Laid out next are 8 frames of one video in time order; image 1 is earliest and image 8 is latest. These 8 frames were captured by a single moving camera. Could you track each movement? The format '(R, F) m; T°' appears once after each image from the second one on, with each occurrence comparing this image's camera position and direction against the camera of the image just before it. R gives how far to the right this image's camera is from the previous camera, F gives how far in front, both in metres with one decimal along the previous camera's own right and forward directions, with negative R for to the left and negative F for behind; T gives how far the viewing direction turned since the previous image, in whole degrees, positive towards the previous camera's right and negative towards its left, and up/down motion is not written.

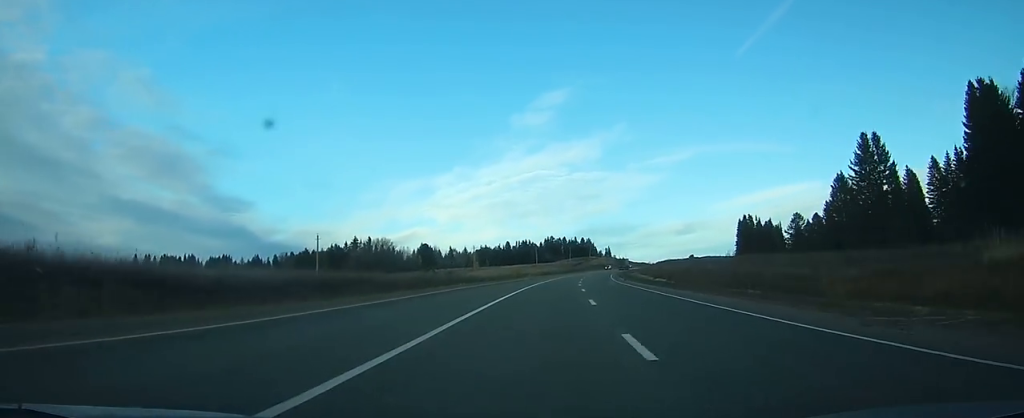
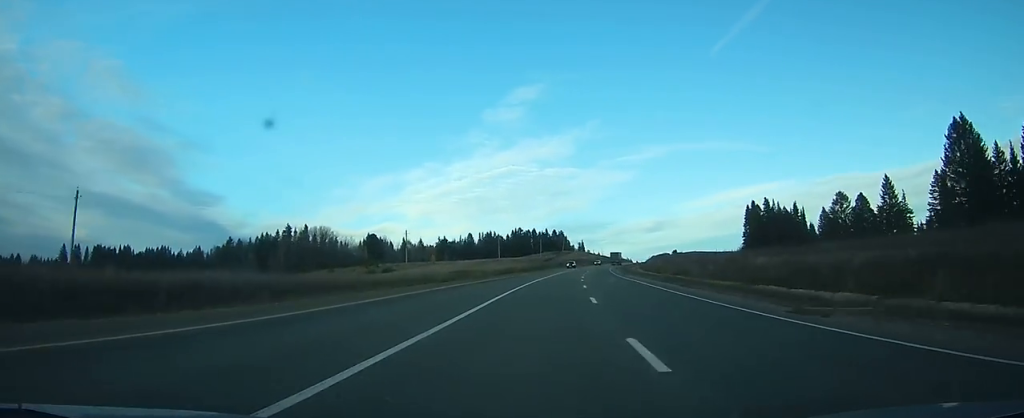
(+1.0, +48.9) m; +3°
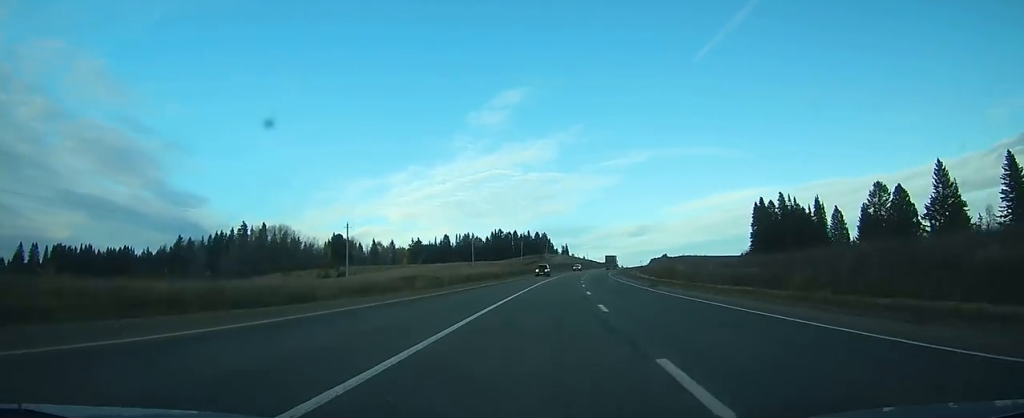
(+0.4, +26.2) m; +2°
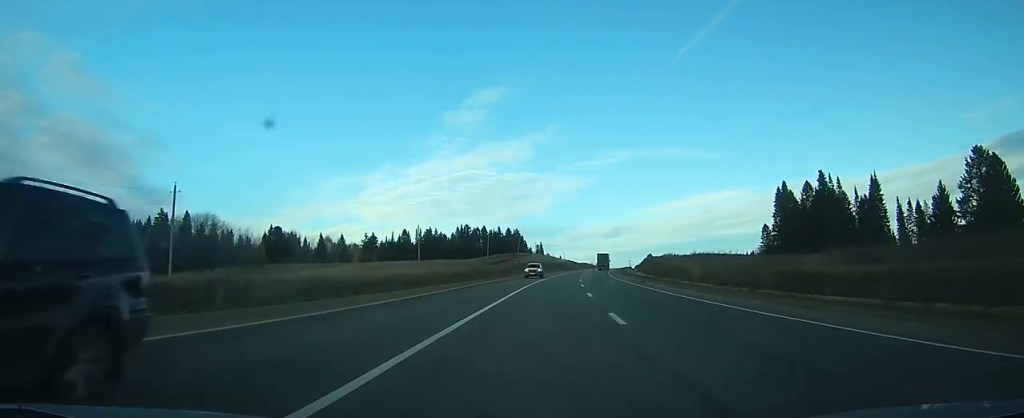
(+0.9, +40.2) m; +2°
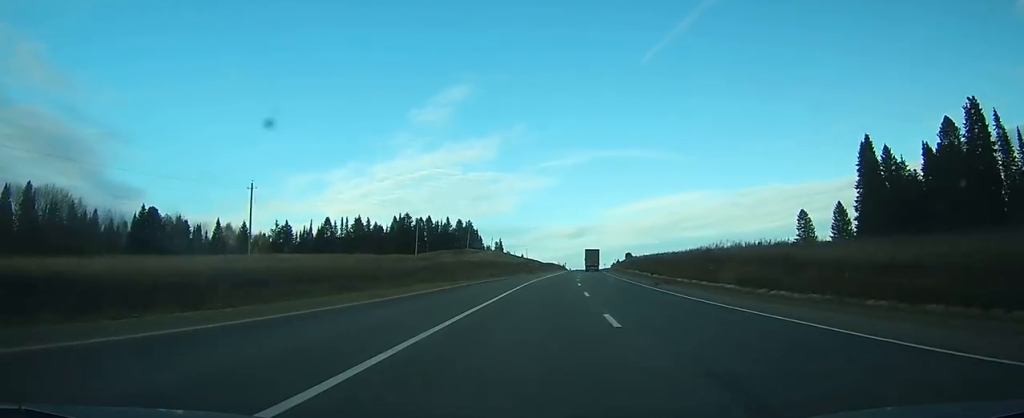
(+2.0, +61.1) m; +4°
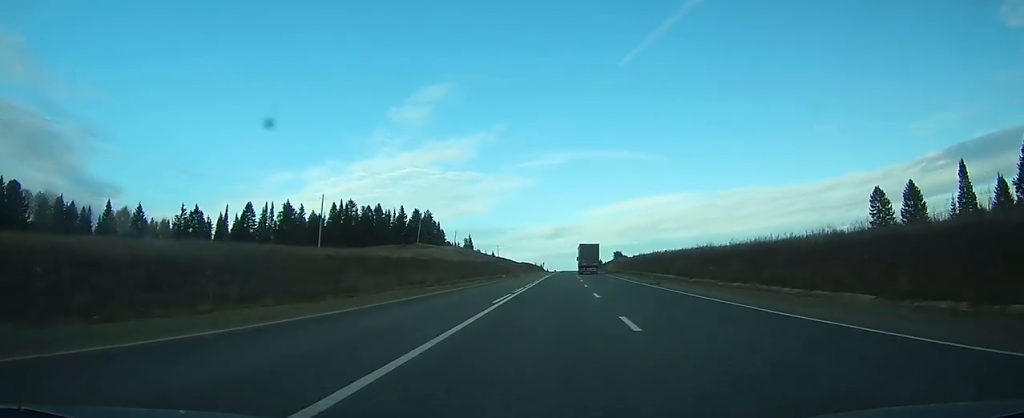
(+1.1, +48.9) m; +2°
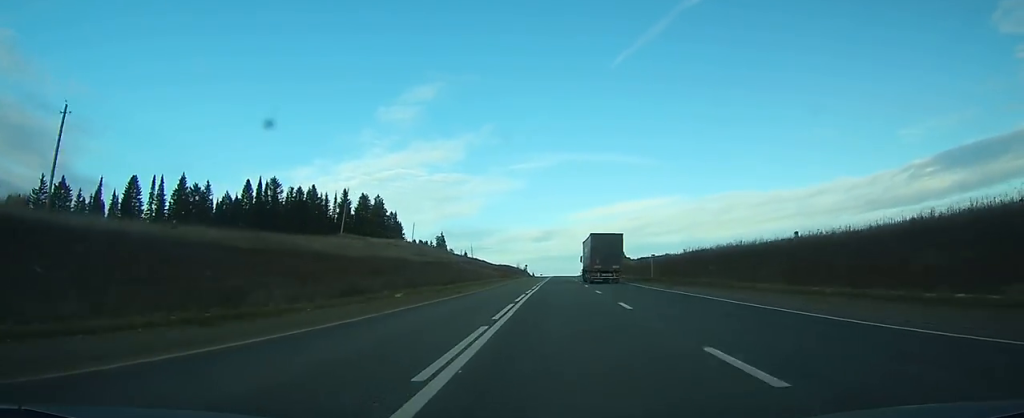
(+1.1, +53.9) m; +2°
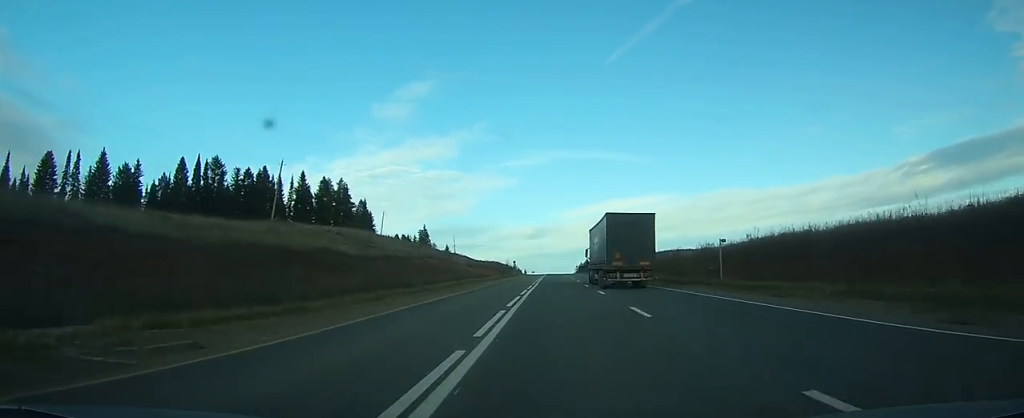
(+0.1, +27.8) m; +1°
